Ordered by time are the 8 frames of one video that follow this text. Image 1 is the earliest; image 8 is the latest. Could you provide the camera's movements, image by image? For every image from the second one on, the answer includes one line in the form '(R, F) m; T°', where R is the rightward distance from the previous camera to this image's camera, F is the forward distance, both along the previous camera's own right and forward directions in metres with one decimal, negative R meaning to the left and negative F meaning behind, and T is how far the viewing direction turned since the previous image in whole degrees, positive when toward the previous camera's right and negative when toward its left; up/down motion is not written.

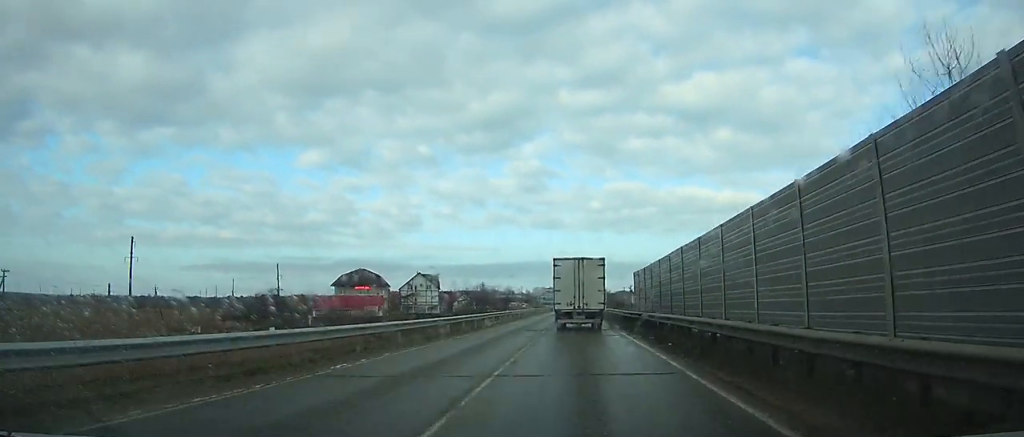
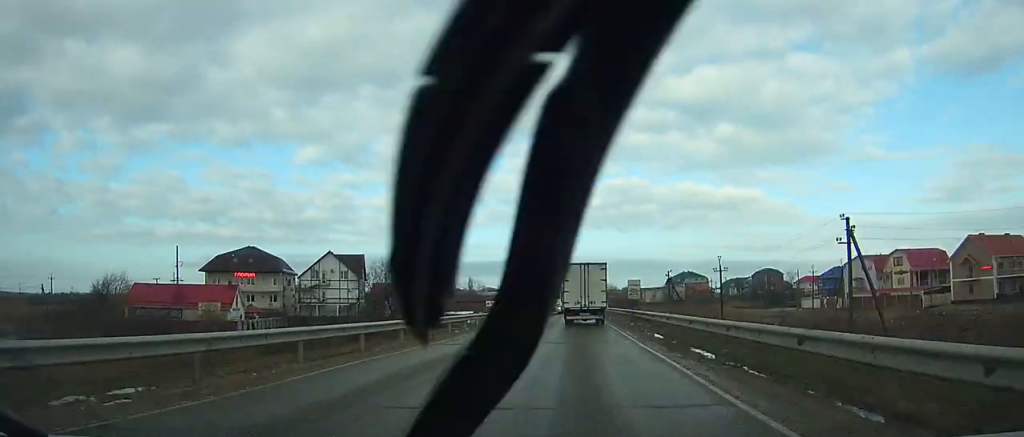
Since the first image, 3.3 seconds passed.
(+0.5, +60.0) m; 0°
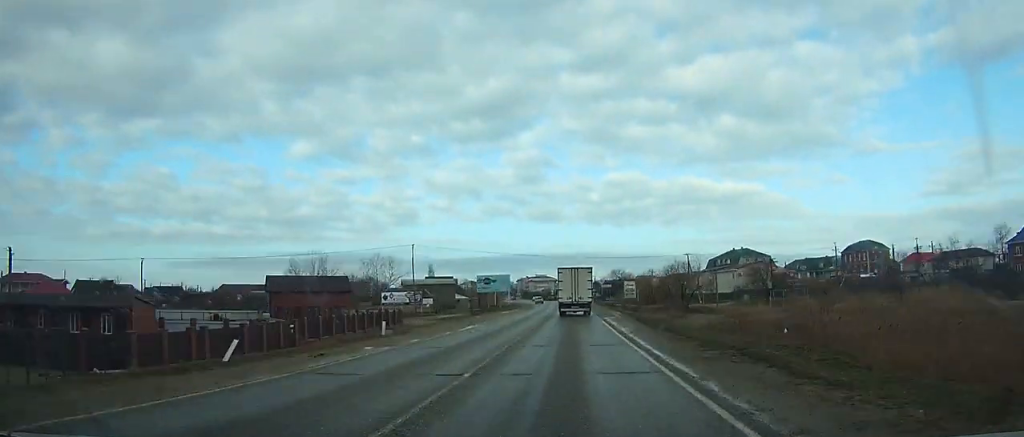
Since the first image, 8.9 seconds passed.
(-0.3, +106.8) m; -1°
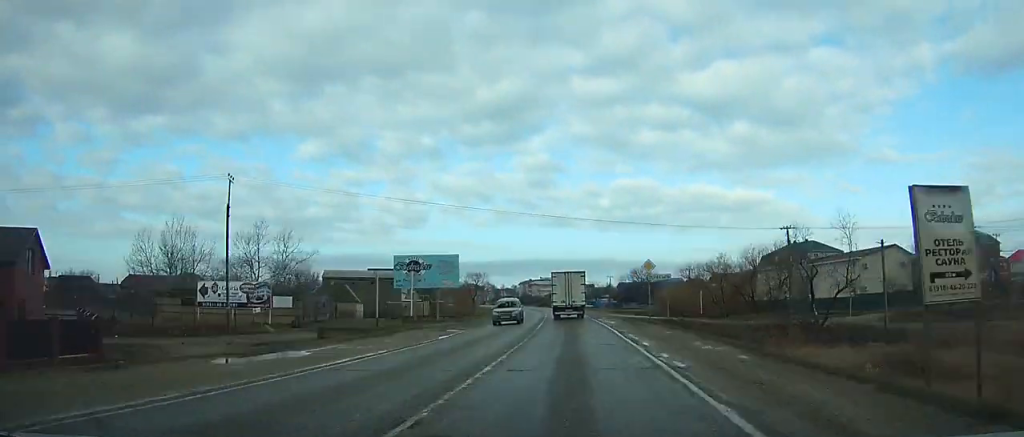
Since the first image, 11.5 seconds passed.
(-0.1, +51.5) m; -1°
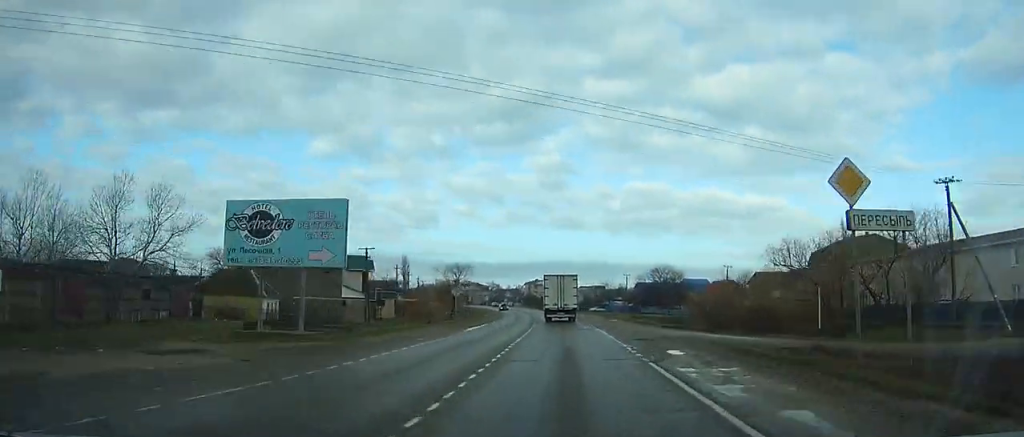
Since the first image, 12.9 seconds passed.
(-0.7, +28.2) m; -2°
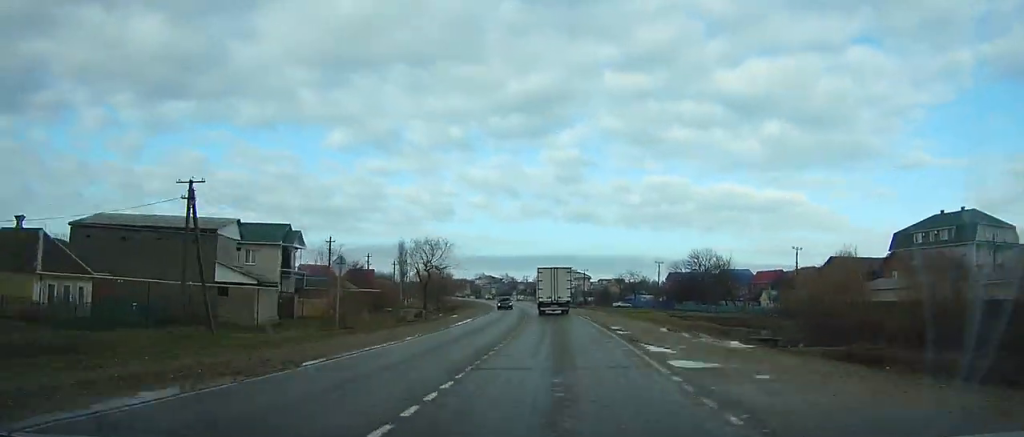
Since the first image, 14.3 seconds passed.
(+0.2, +28.2) m; -2°
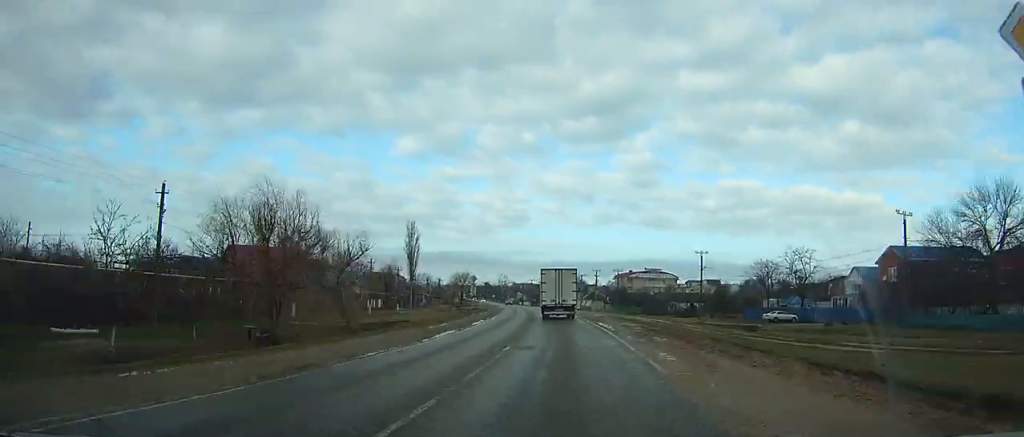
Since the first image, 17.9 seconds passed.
(-4.1, +73.2) m; -7°
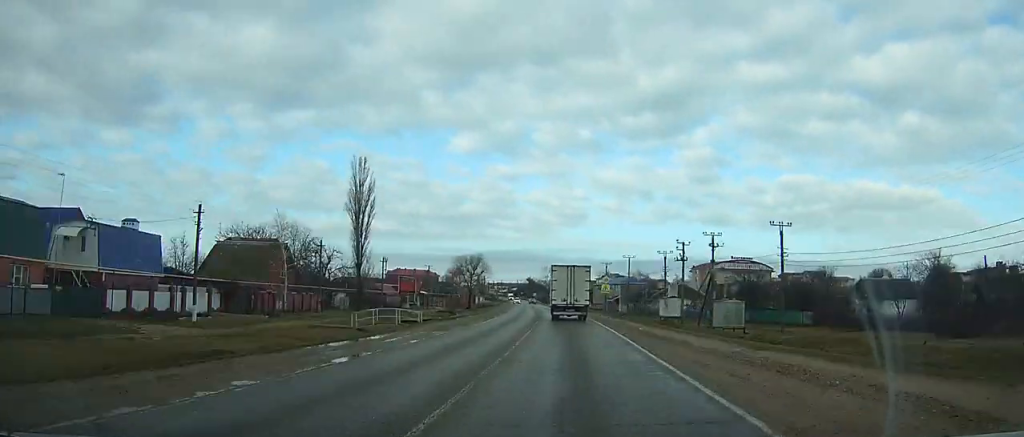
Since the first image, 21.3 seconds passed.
(-5.0, +69.1) m; -7°
